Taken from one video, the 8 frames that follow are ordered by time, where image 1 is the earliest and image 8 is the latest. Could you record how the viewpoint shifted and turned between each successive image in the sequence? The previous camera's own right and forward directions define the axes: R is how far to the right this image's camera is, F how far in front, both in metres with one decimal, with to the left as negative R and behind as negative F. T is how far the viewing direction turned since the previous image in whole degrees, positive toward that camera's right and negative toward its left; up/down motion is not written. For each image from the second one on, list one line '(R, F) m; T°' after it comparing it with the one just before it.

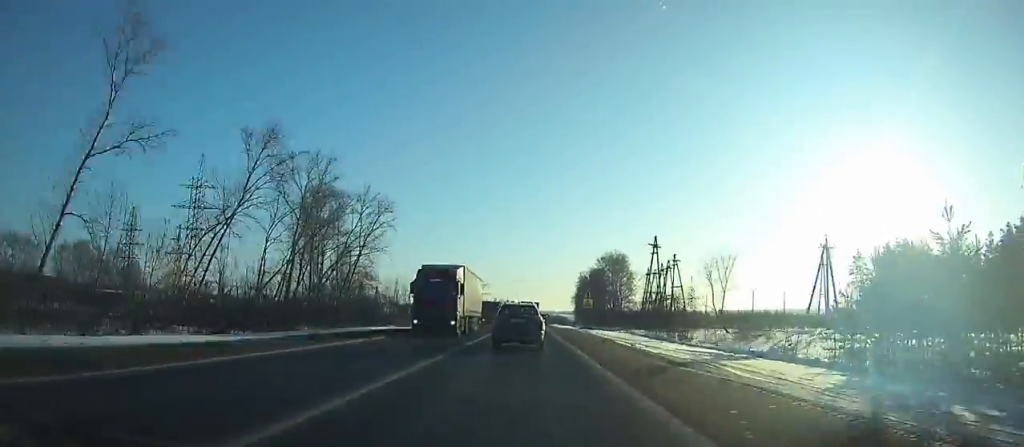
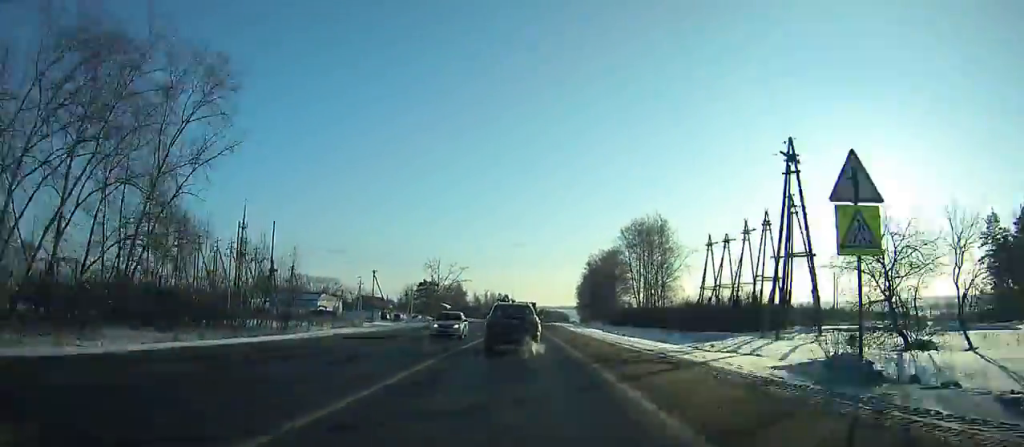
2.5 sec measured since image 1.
(-0.1, +50.4) m; 0°
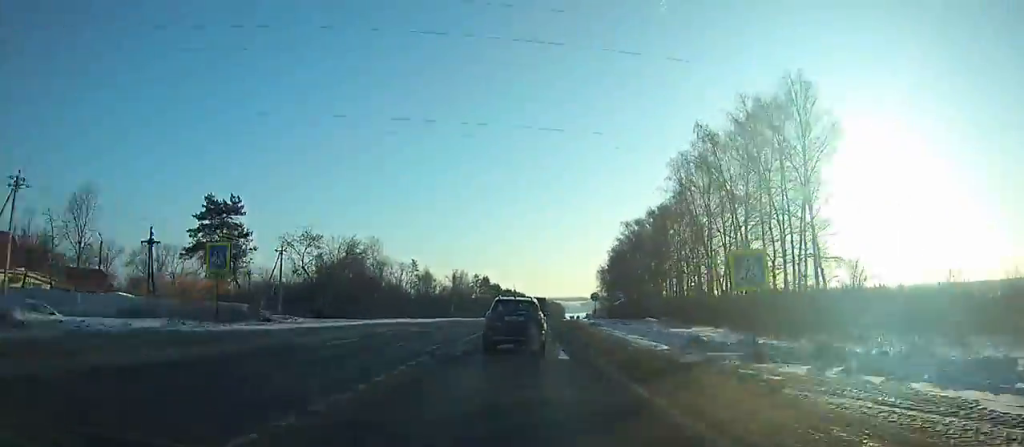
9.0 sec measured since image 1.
(+0.9, +126.2) m; +2°
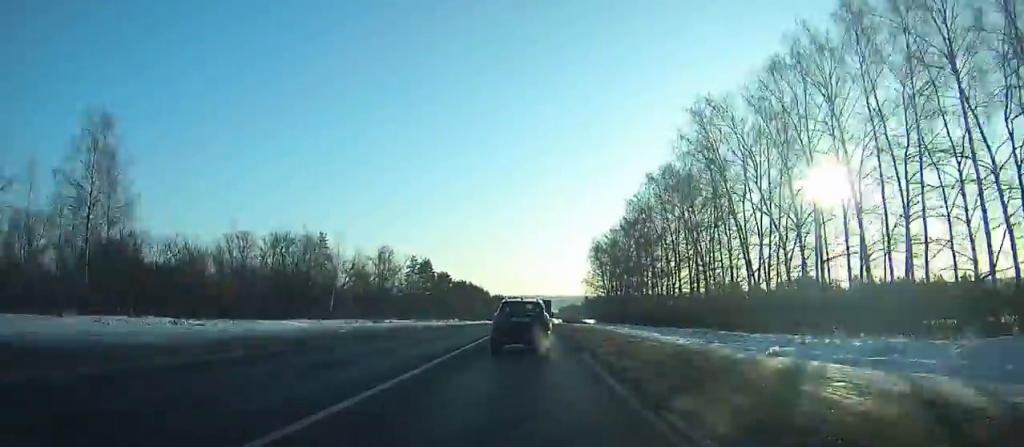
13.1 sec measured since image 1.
(+1.7, +76.3) m; +3°
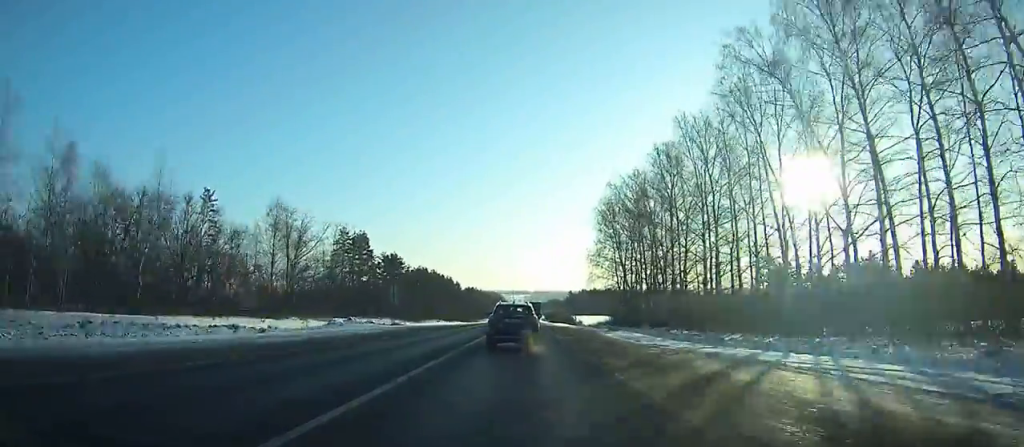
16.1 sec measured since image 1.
(+1.0, +55.8) m; +1°
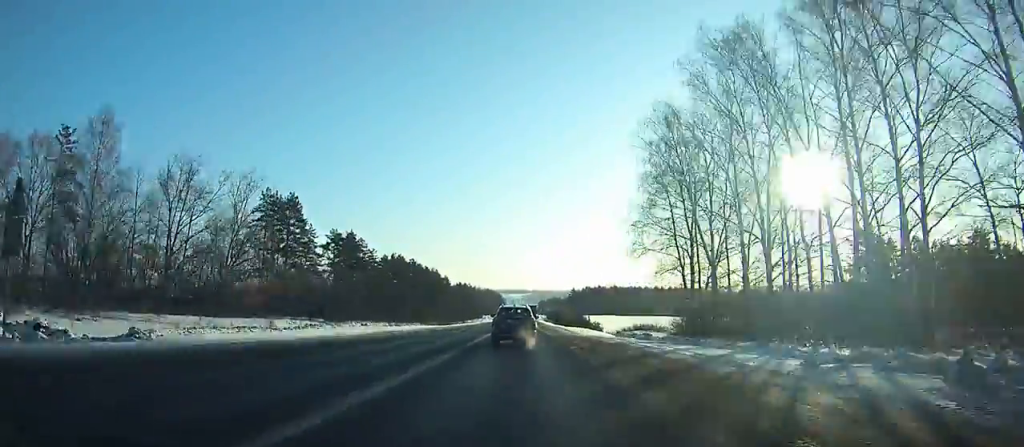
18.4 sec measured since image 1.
(+0.3, +43.7) m; 0°
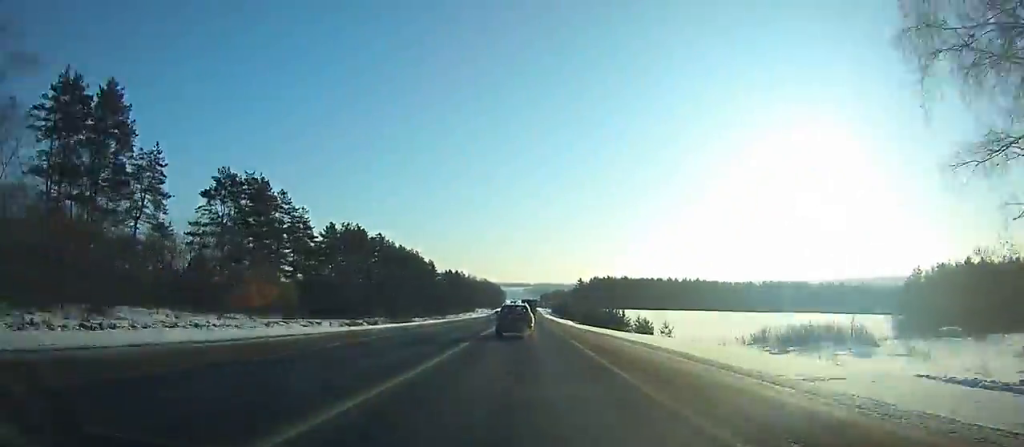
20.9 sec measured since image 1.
(+0.1, +49.0) m; 0°
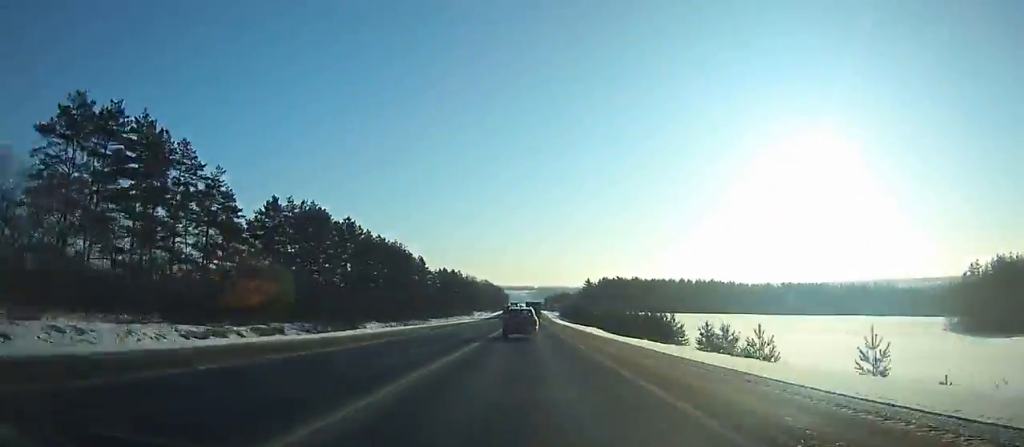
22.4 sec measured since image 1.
(-0.1, +30.0) m; 0°
